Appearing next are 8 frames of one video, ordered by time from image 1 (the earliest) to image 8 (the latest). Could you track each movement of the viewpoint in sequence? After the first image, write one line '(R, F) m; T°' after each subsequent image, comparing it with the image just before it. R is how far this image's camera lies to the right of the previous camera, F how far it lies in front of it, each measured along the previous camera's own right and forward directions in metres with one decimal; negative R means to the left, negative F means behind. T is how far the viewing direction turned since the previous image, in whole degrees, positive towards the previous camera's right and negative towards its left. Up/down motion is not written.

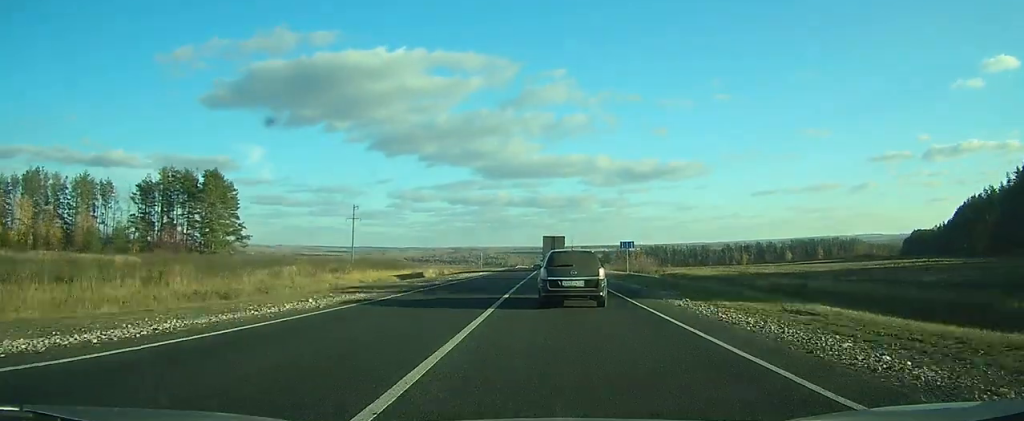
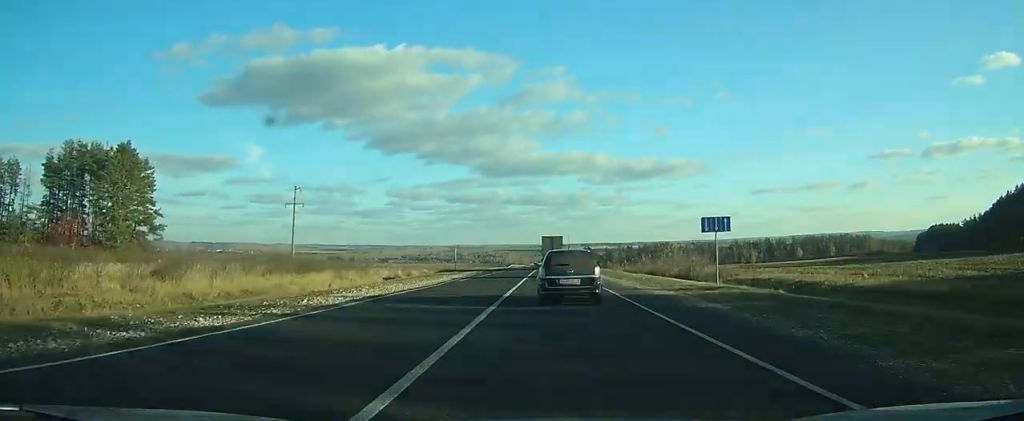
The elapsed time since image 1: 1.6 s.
(+0.1, +31.9) m; 0°
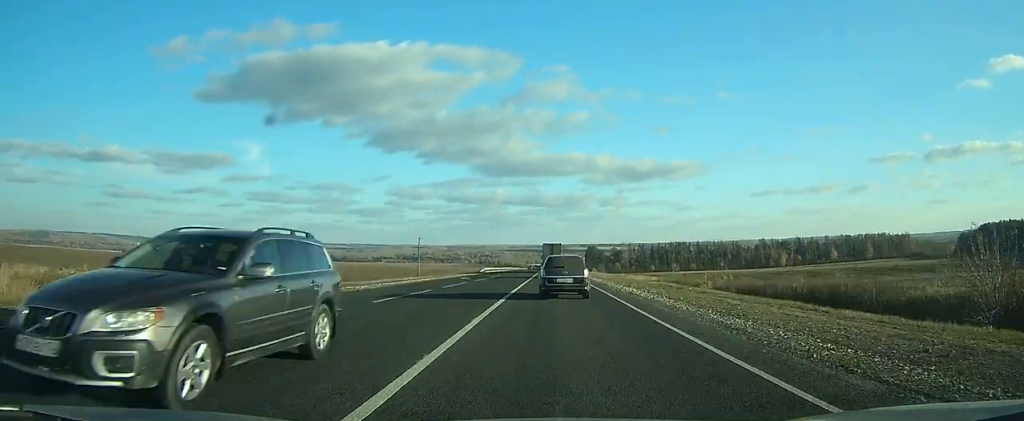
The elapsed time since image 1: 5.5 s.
(-0.4, +75.7) m; 0°
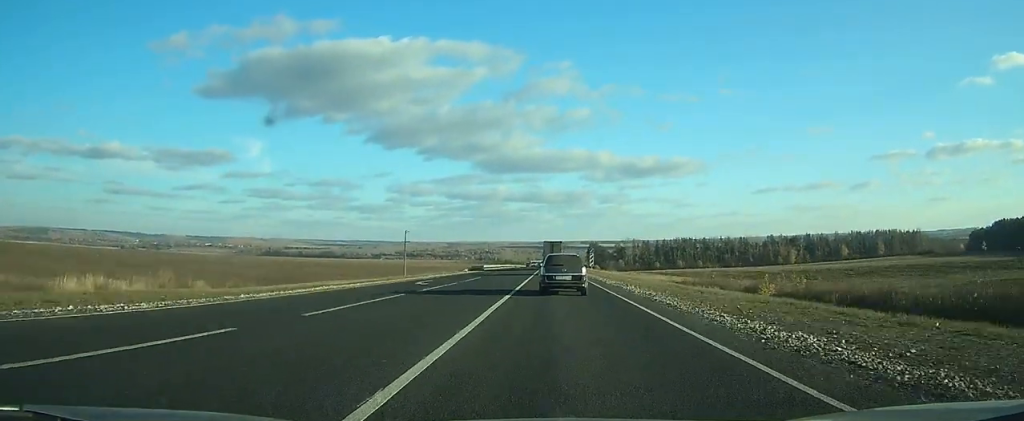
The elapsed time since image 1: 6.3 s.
(0.0, +16.8) m; 0°
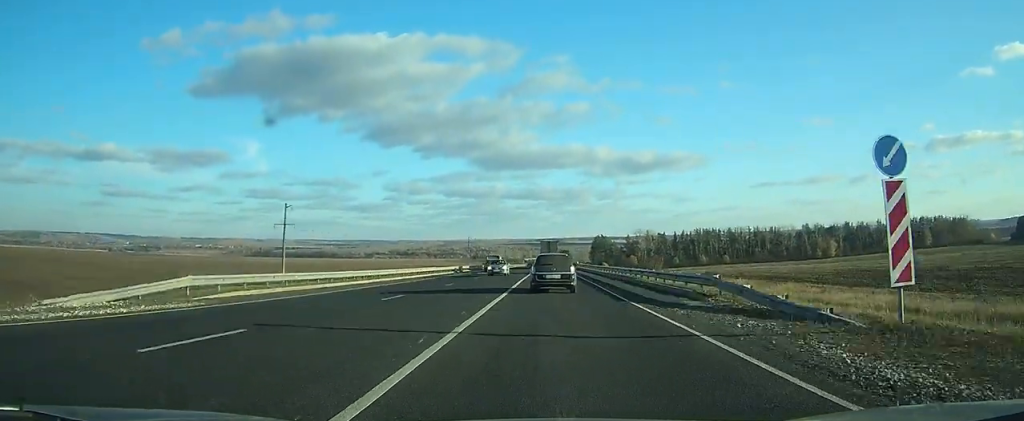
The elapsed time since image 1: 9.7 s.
(+0.2, +70.0) m; 0°
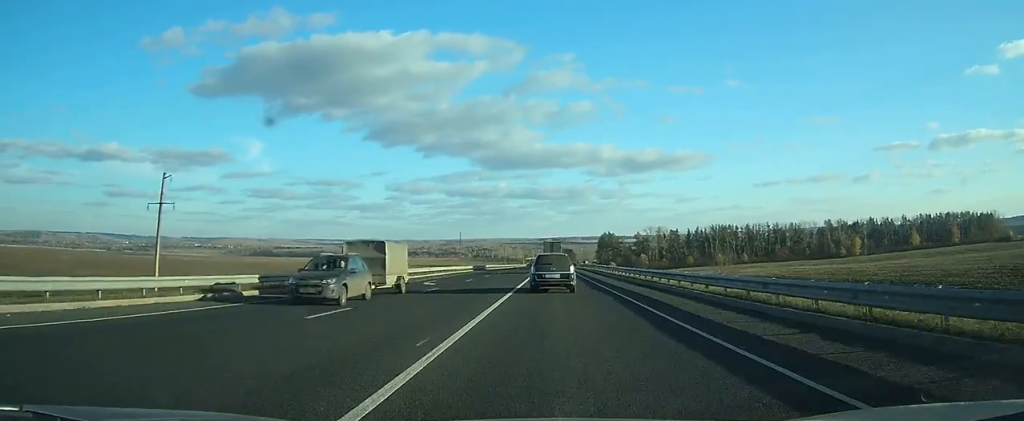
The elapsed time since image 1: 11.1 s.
(0.0, +31.4) m; 0°
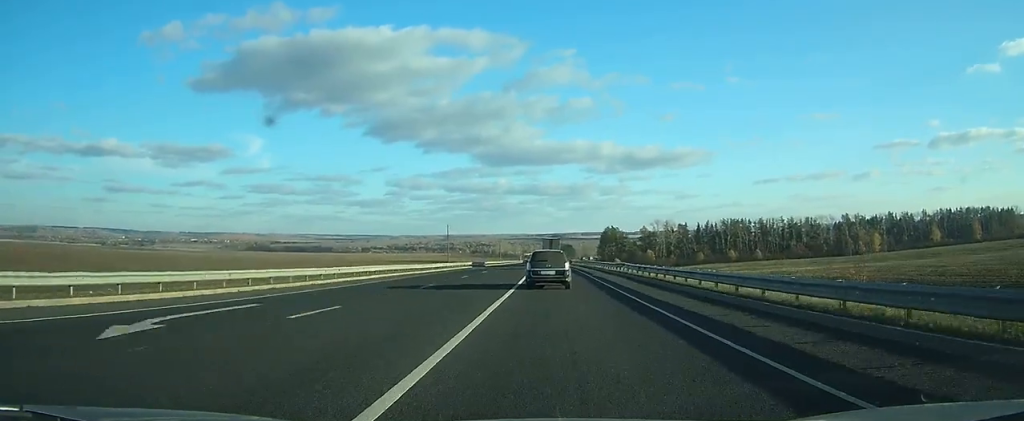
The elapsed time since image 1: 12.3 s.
(0.0, +25.6) m; 0°
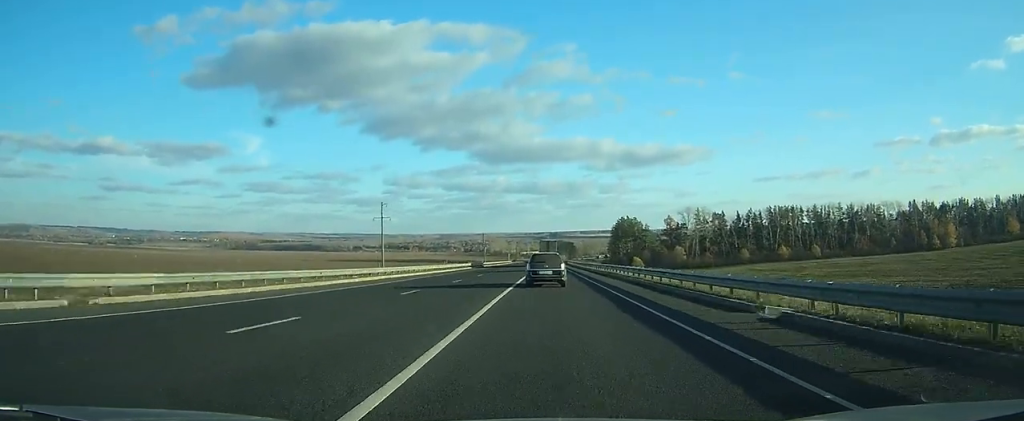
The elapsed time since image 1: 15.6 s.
(0.0, +72.6) m; 0°
